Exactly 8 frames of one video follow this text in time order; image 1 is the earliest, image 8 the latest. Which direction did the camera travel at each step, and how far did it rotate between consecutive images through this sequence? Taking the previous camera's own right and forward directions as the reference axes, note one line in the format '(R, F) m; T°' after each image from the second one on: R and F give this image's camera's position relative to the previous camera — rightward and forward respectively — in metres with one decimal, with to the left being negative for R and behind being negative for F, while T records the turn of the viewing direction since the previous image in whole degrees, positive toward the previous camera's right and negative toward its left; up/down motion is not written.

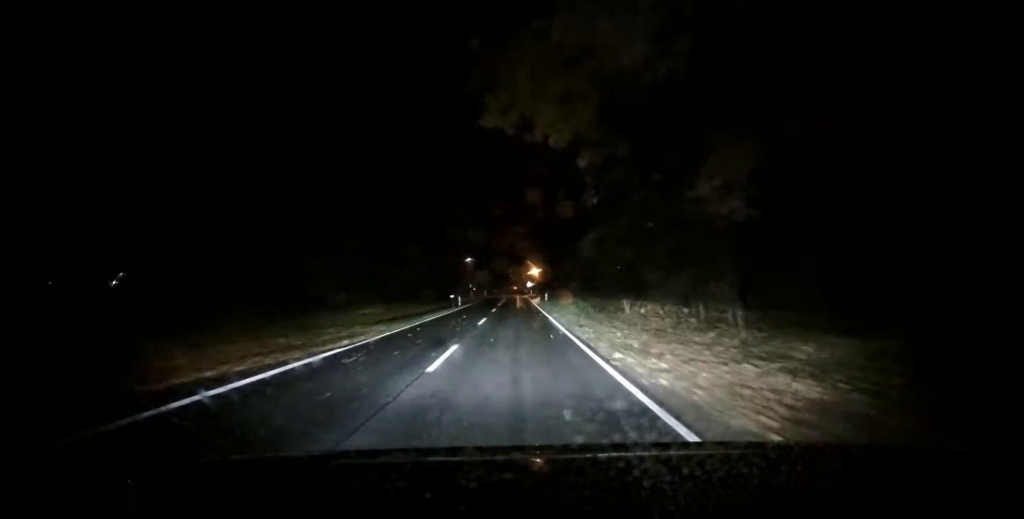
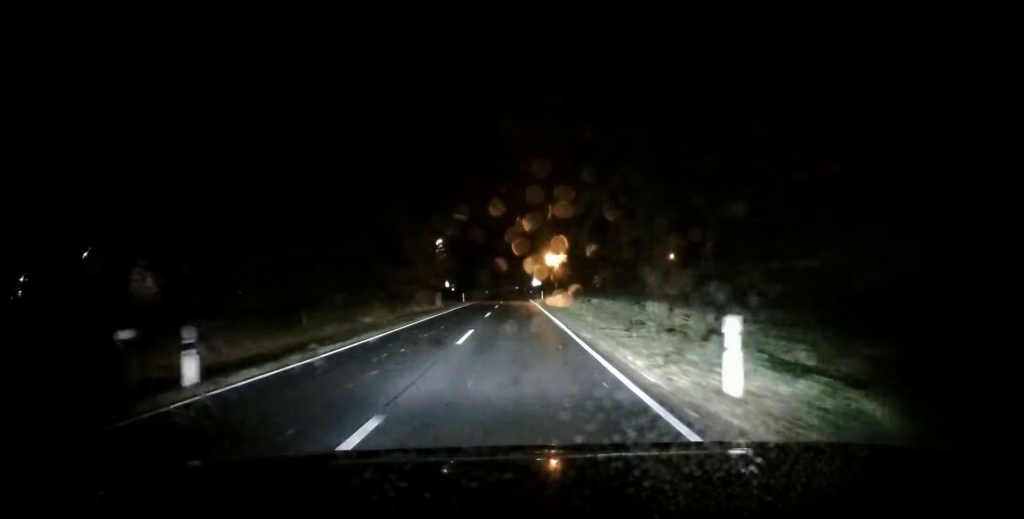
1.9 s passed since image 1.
(-0.5, +43.1) m; 0°
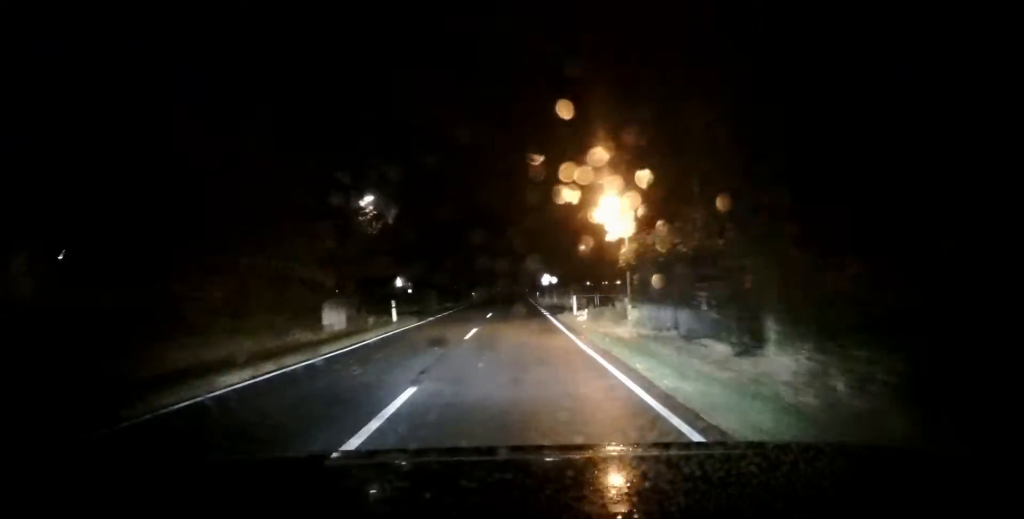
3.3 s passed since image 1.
(+0.5, +34.5) m; +1°
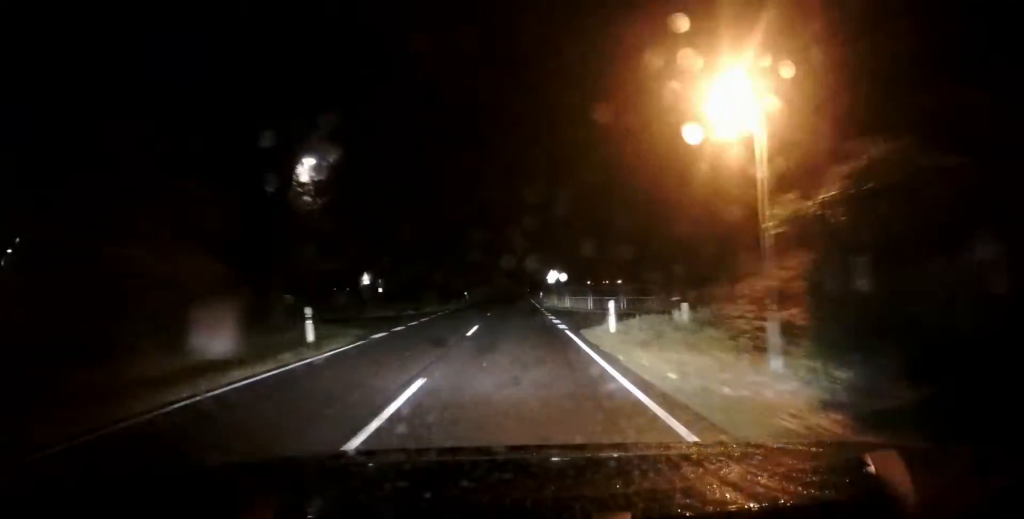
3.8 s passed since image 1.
(-0.1, +11.0) m; 0°
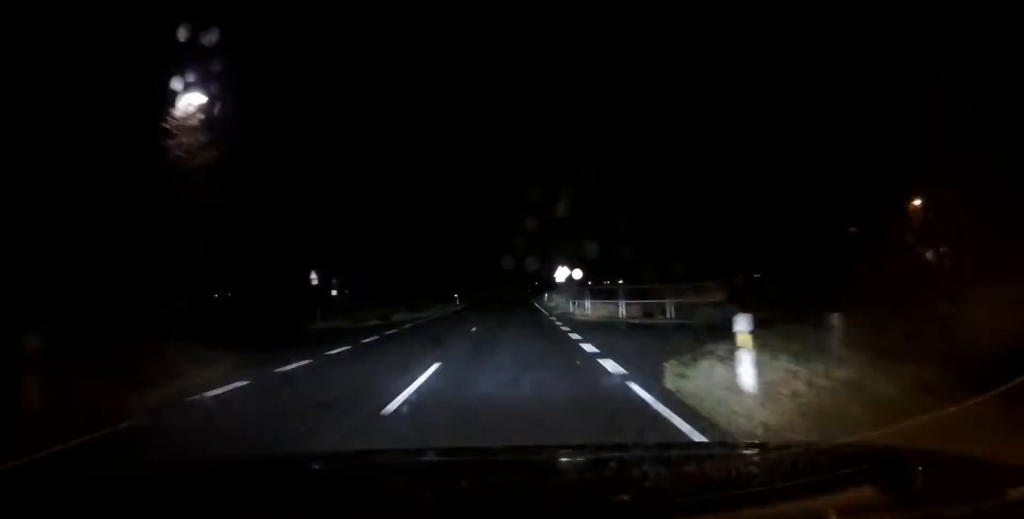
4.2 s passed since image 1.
(+0.1, +10.2) m; 0°
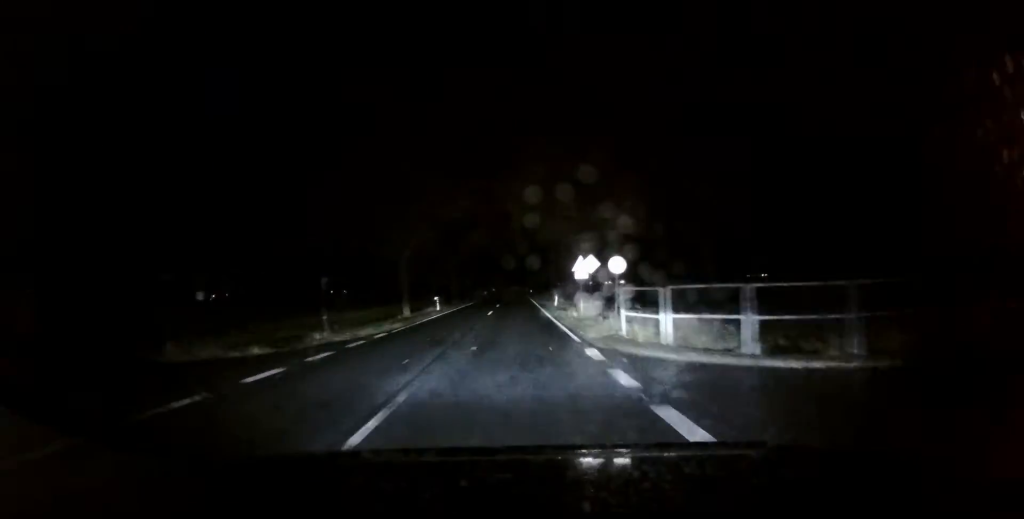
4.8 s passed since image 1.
(+0.1, +13.4) m; 0°
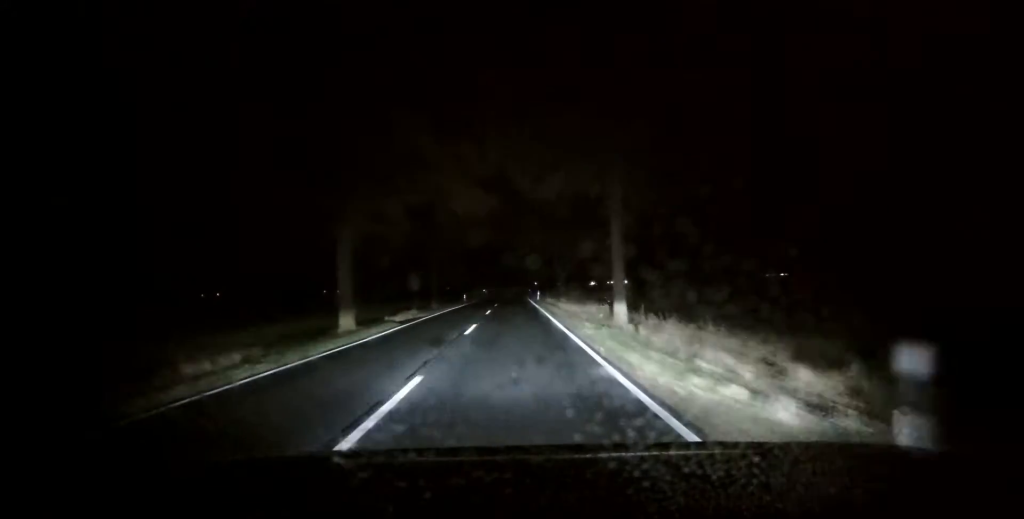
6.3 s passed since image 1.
(-0.4, +35.9) m; -1°
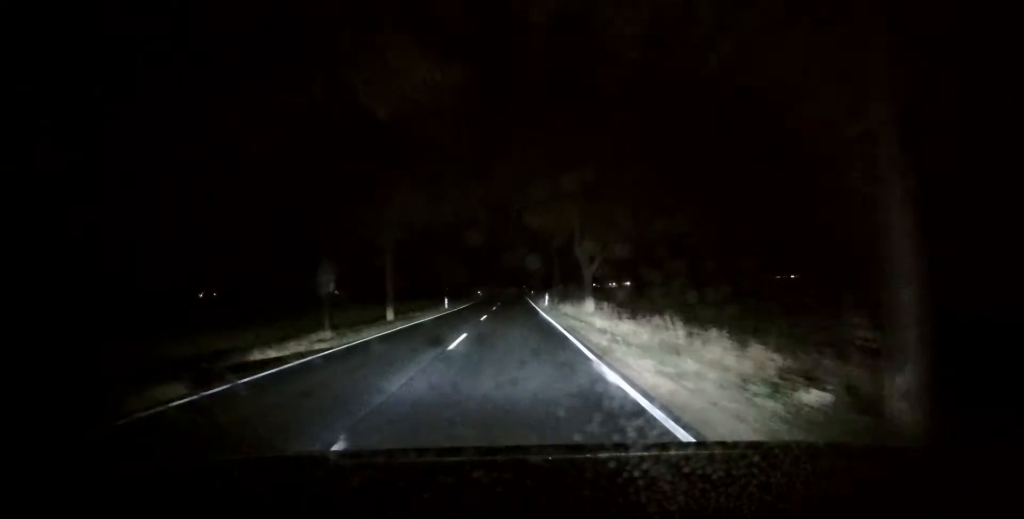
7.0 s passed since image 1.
(0.0, +15.6) m; 0°
